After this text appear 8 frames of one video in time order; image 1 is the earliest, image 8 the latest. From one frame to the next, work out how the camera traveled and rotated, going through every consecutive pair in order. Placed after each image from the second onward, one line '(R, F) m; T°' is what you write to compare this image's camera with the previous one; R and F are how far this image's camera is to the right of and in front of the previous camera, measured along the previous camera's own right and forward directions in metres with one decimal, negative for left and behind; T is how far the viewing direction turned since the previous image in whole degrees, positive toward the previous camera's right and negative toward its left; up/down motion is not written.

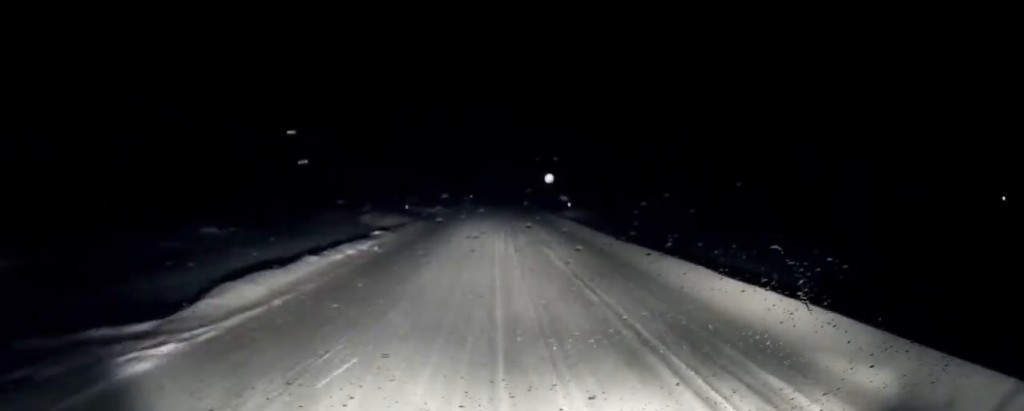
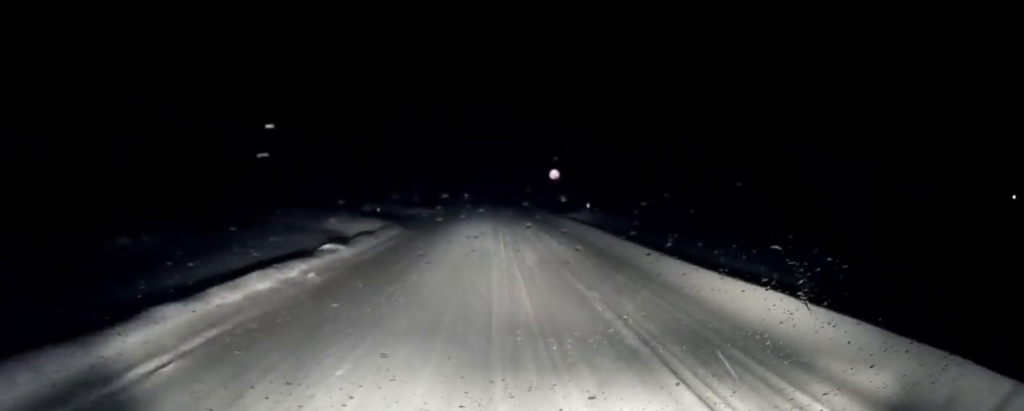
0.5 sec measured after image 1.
(0.0, +5.9) m; 0°
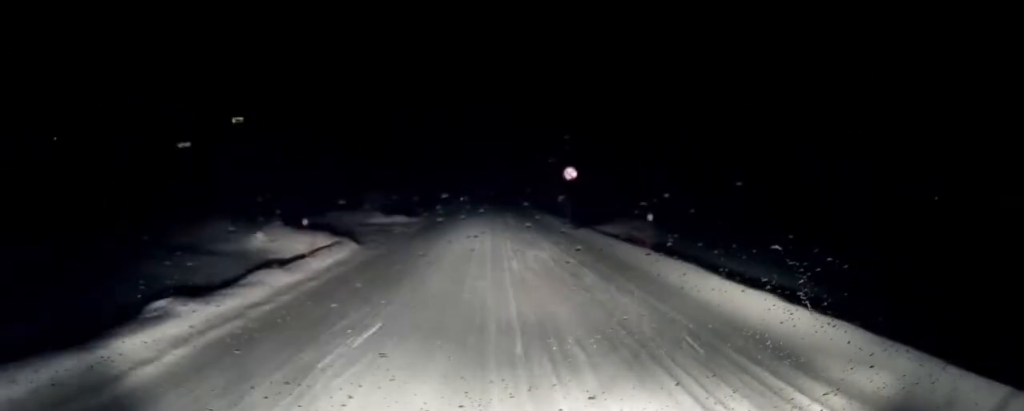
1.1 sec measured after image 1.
(0.0, +7.6) m; -1°
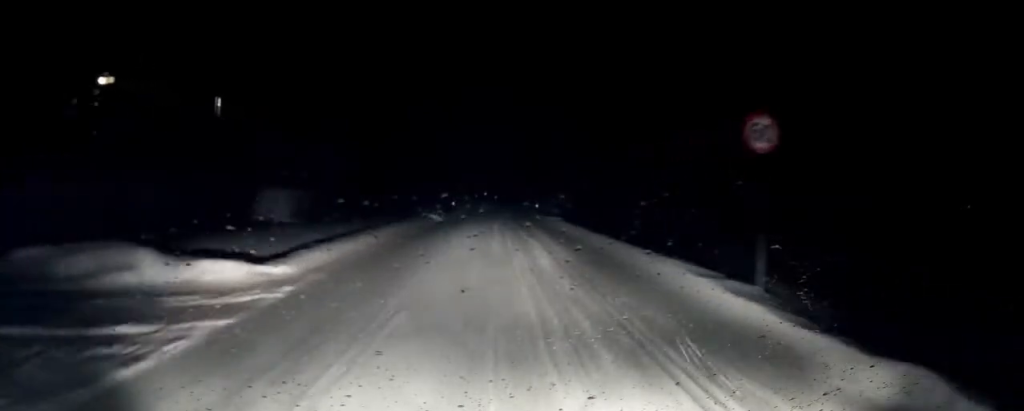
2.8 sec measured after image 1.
(-0.3, +21.4) m; -1°
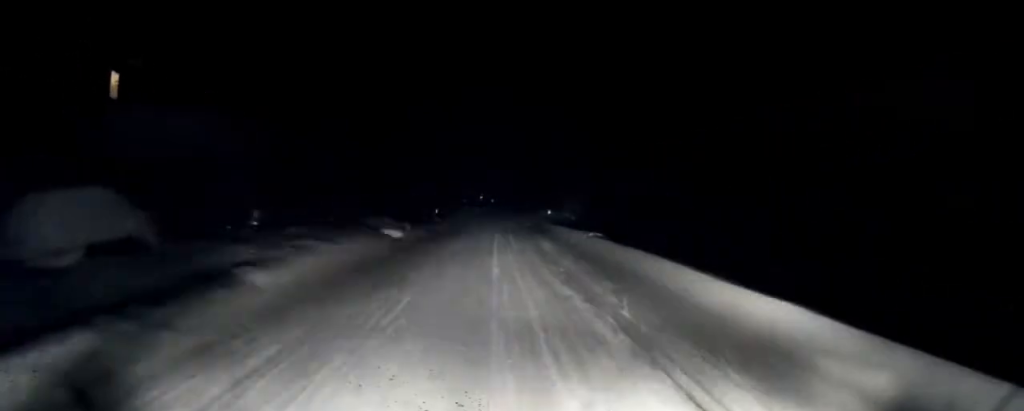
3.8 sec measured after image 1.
(0.0, +12.9) m; 0°
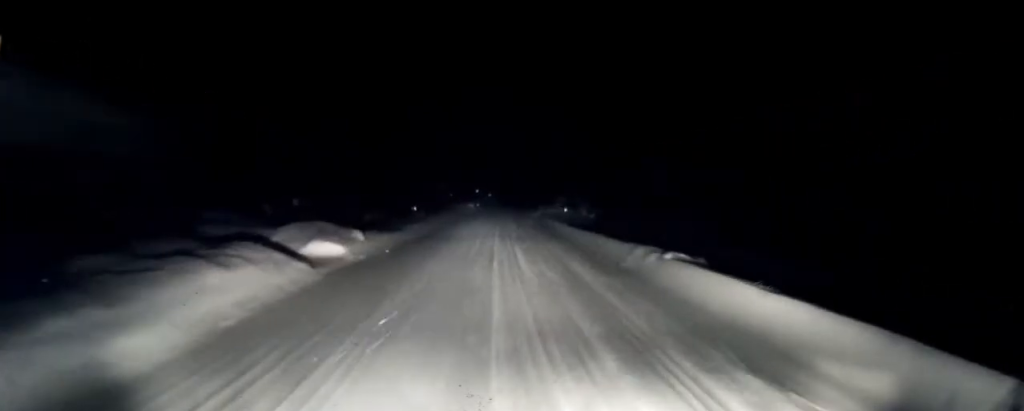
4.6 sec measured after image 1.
(0.0, +9.5) m; 0°
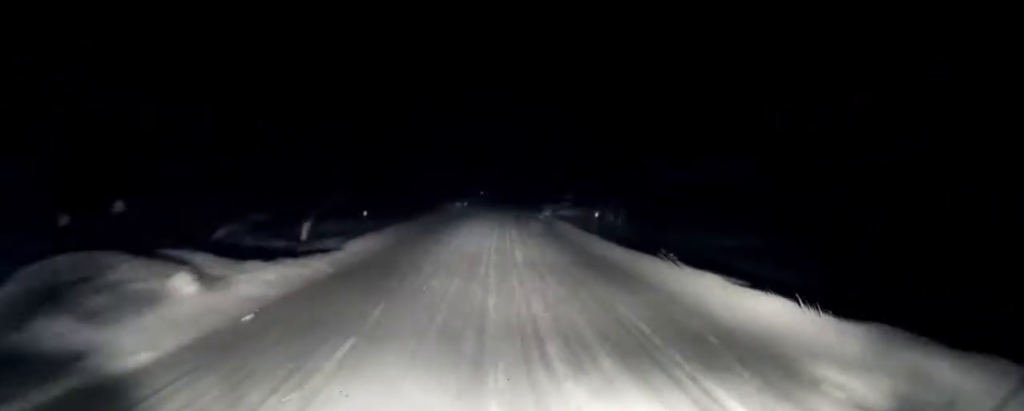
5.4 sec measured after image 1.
(0.0, +9.8) m; +1°
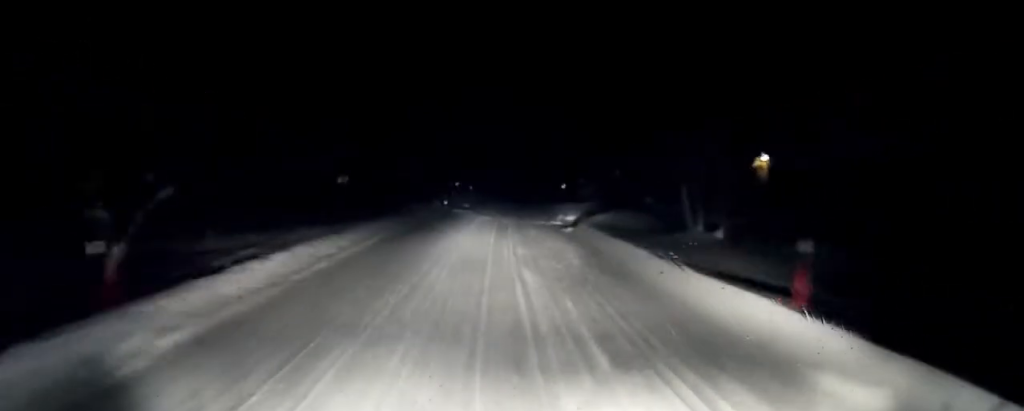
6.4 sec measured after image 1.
(+0.2, +12.5) m; +1°
